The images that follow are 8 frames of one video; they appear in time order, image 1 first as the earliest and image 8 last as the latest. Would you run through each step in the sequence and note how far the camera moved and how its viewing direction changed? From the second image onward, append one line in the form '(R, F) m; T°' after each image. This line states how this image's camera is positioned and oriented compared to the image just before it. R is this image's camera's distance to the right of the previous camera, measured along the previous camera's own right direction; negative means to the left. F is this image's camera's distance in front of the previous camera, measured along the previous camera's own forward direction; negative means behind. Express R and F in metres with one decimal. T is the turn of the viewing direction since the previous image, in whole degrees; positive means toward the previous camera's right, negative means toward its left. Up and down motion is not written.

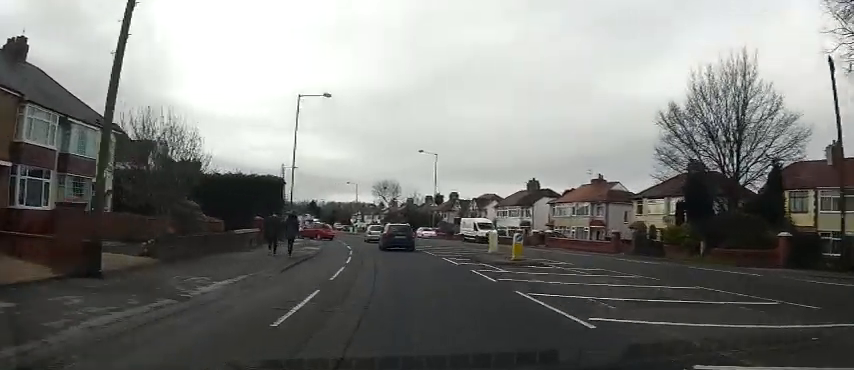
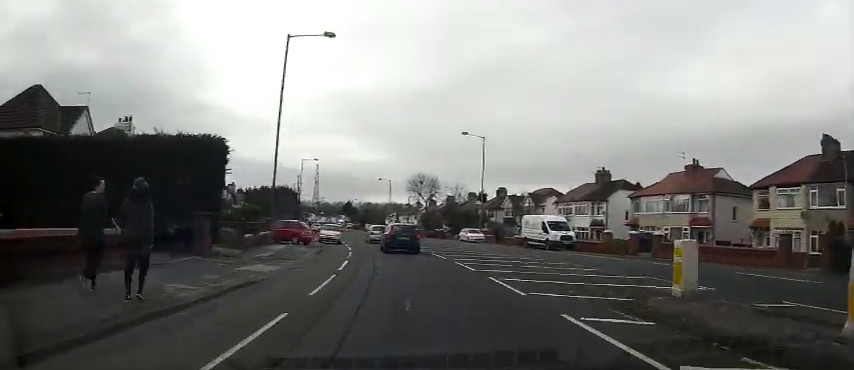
(-0.6, +14.3) m; -7°
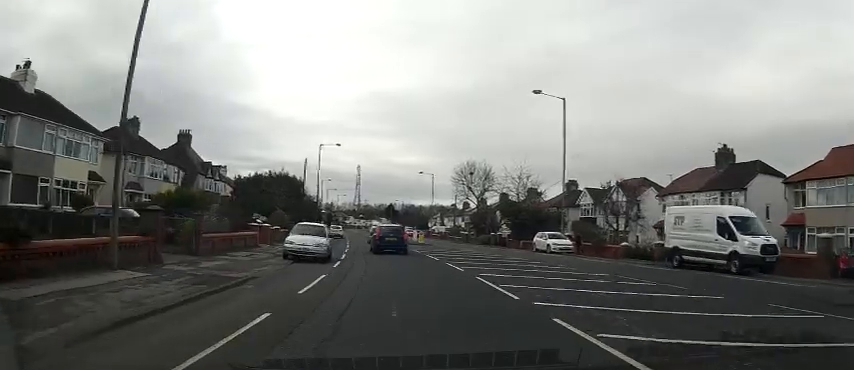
(-0.8, +18.2) m; -2°
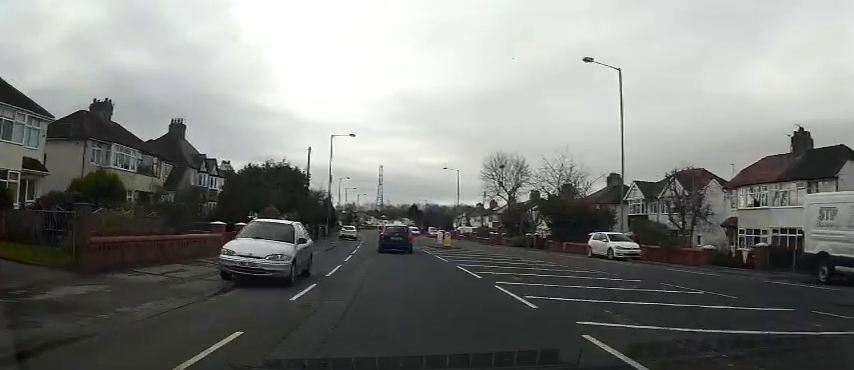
(+0.2, +7.6) m; -2°
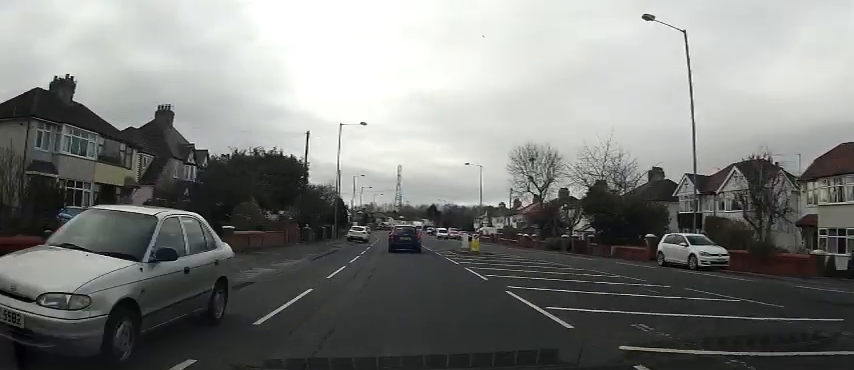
(-0.2, +7.2) m; -3°
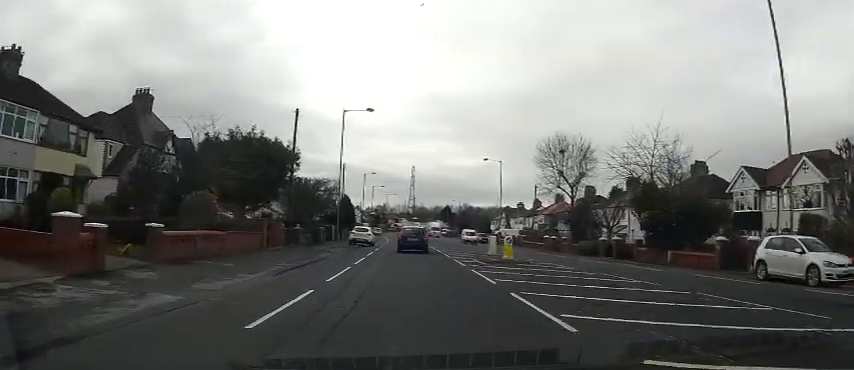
(-0.4, +6.6) m; -2°
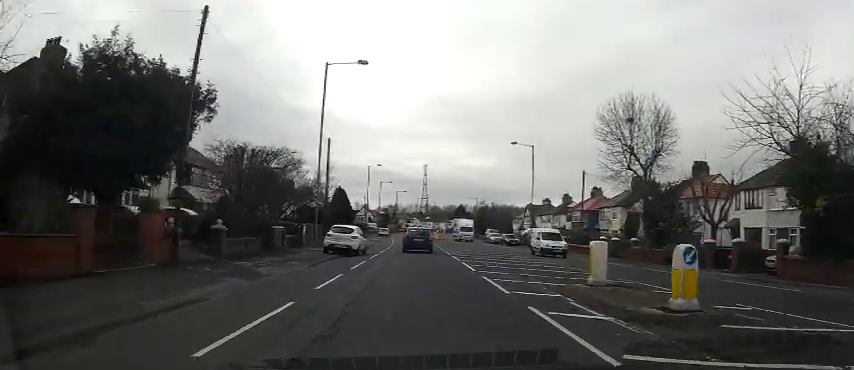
(+0.1, +14.0) m; 0°
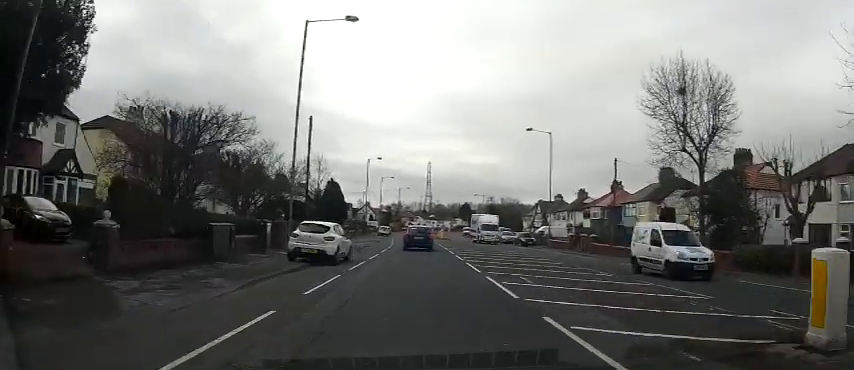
(-0.1, +7.6) m; -1°
